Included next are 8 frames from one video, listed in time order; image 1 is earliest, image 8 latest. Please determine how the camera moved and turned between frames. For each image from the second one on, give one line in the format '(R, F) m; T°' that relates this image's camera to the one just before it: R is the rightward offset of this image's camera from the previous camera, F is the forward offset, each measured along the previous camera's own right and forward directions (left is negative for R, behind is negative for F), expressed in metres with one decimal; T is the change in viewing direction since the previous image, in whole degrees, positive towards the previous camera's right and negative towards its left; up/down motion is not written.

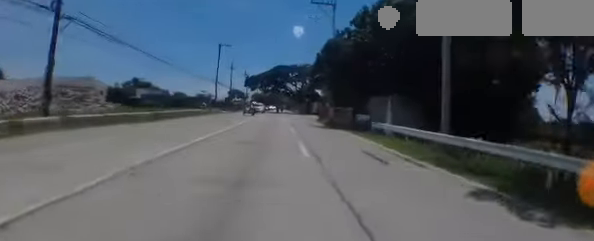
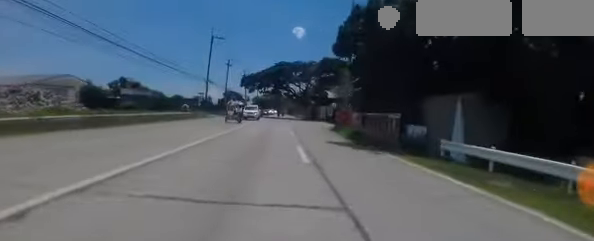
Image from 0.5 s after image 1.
(0.0, +8.5) m; 0°
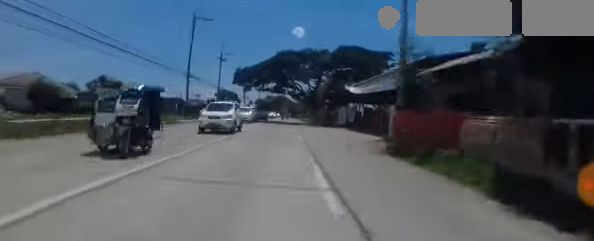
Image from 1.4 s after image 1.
(0.0, +13.5) m; 0°
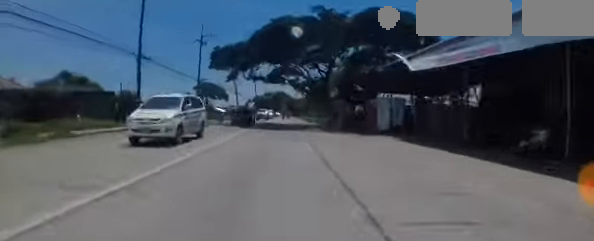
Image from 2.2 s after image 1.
(-0.1, +14.2) m; +1°
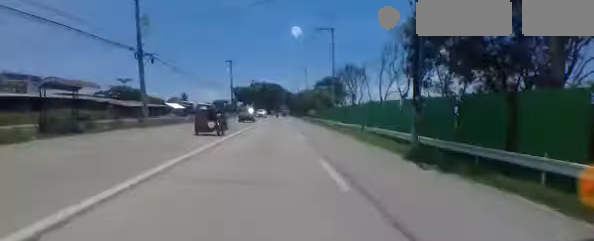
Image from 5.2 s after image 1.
(+0.7, +48.7) m; +1°
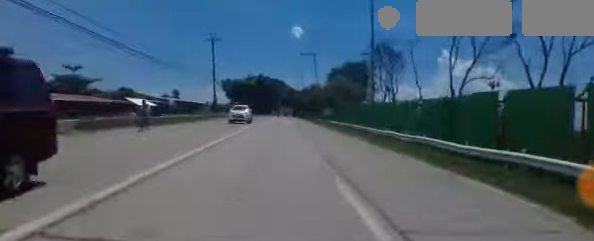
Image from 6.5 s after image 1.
(-0.4, +20.9) m; -1°
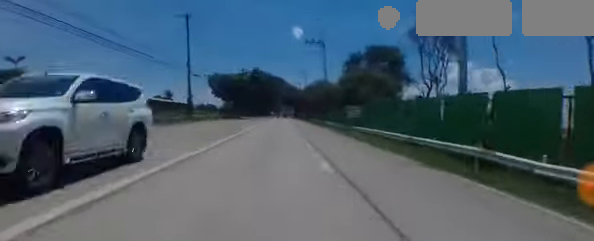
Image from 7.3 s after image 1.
(+0.4, +14.4) m; 0°
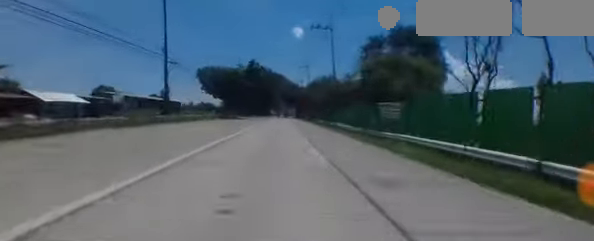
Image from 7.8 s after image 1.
(0.0, +7.9) m; 0°
